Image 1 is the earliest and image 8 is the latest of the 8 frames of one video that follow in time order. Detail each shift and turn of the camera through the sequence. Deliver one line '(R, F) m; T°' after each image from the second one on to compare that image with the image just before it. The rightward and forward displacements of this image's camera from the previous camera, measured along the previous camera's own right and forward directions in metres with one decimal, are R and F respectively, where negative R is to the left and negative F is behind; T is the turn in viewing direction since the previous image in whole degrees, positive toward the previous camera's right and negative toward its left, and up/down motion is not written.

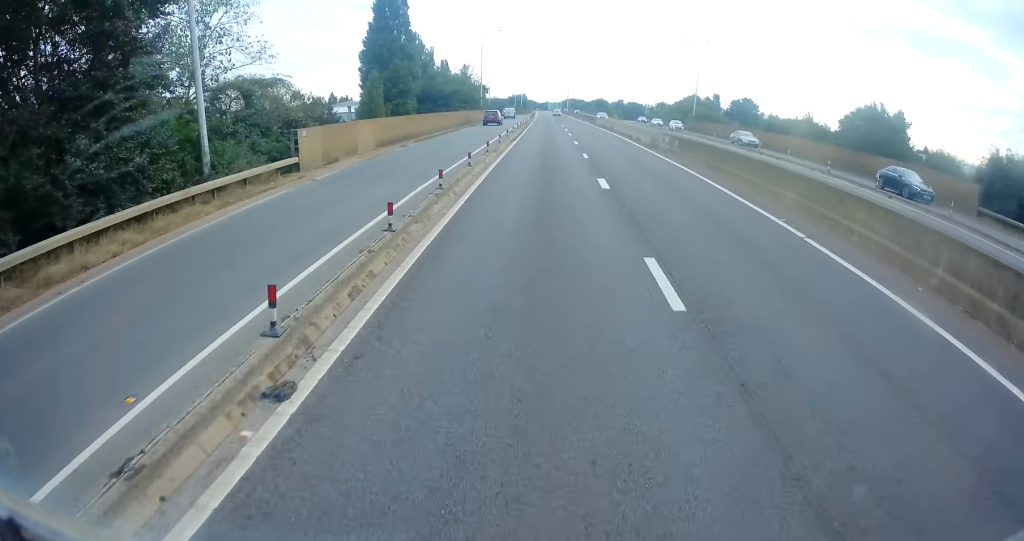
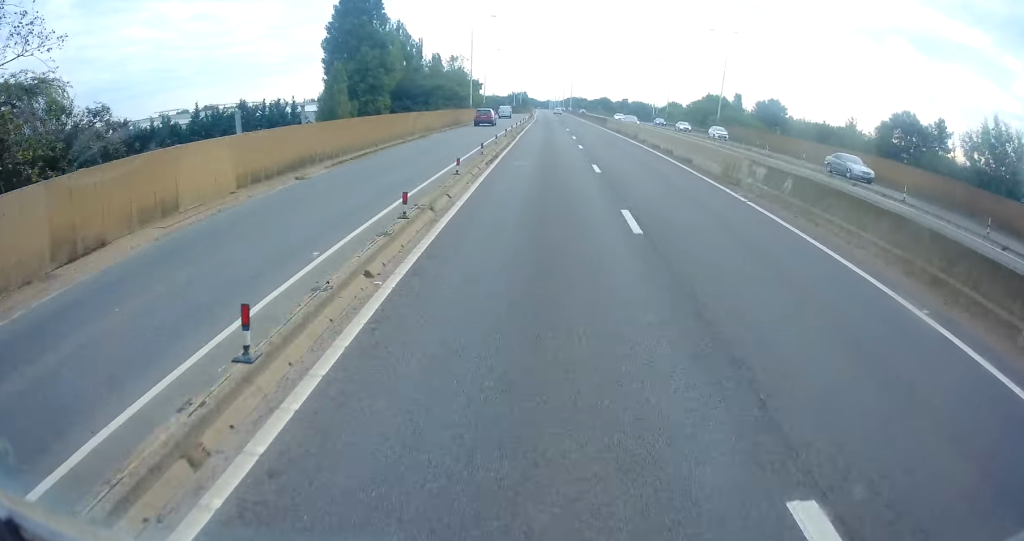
(0.0, +14.0) m; 0°
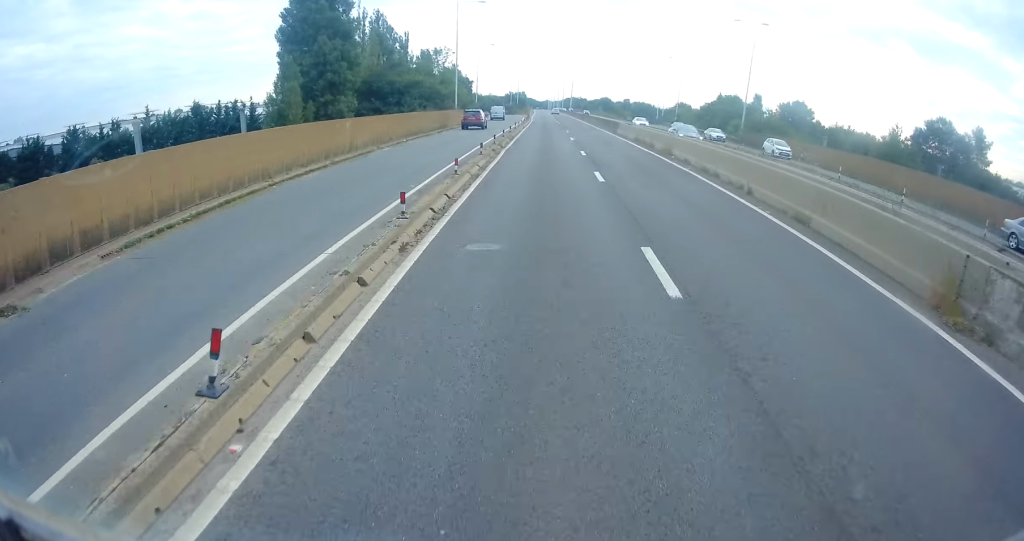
(+0.3, +11.7) m; 0°
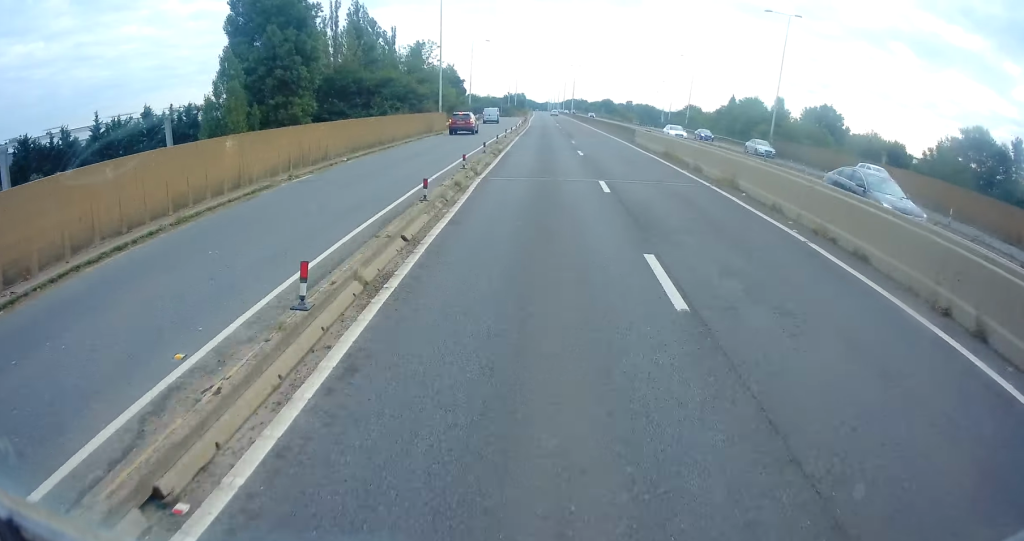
(0.0, +10.1) m; 0°
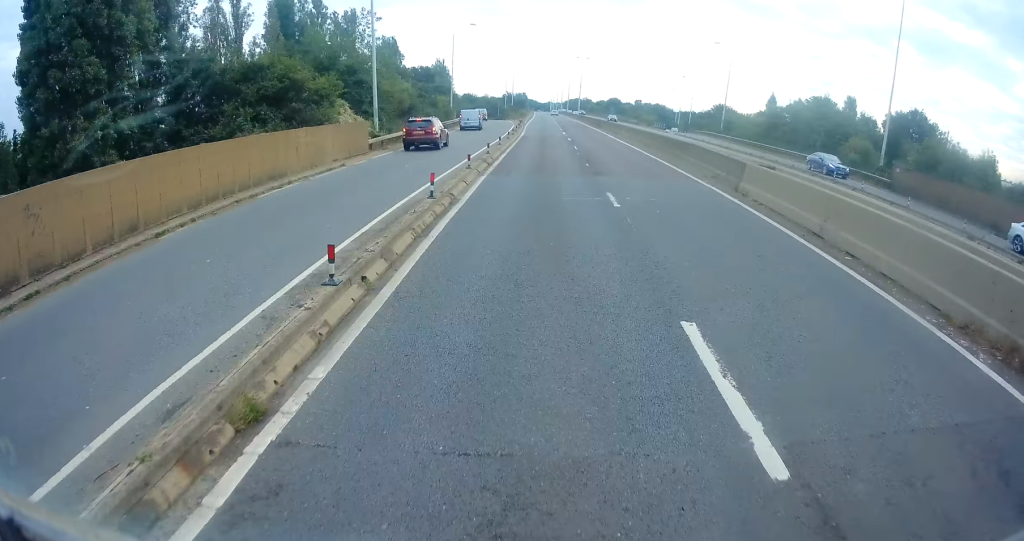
(-0.4, +22.7) m; -1°
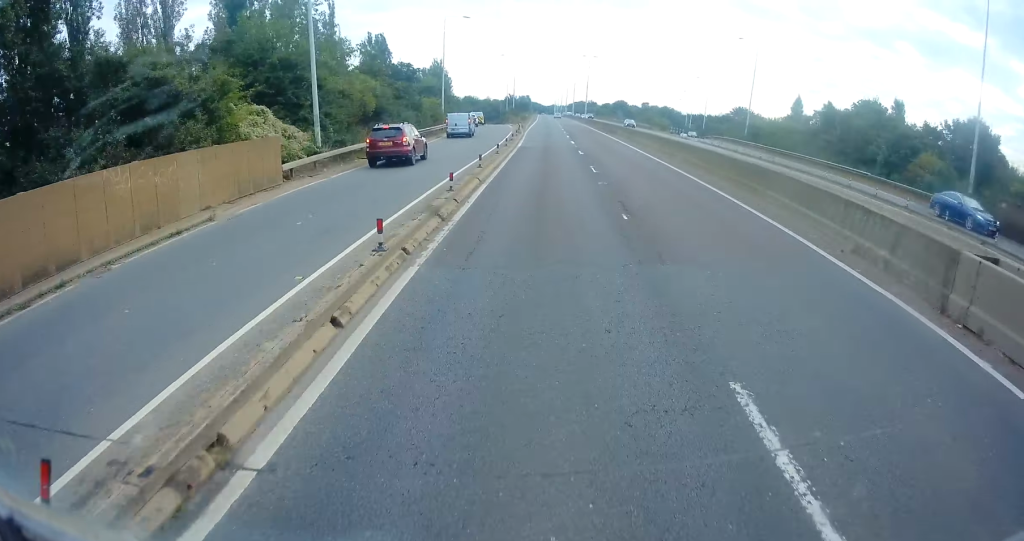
(-0.1, +10.2) m; +1°
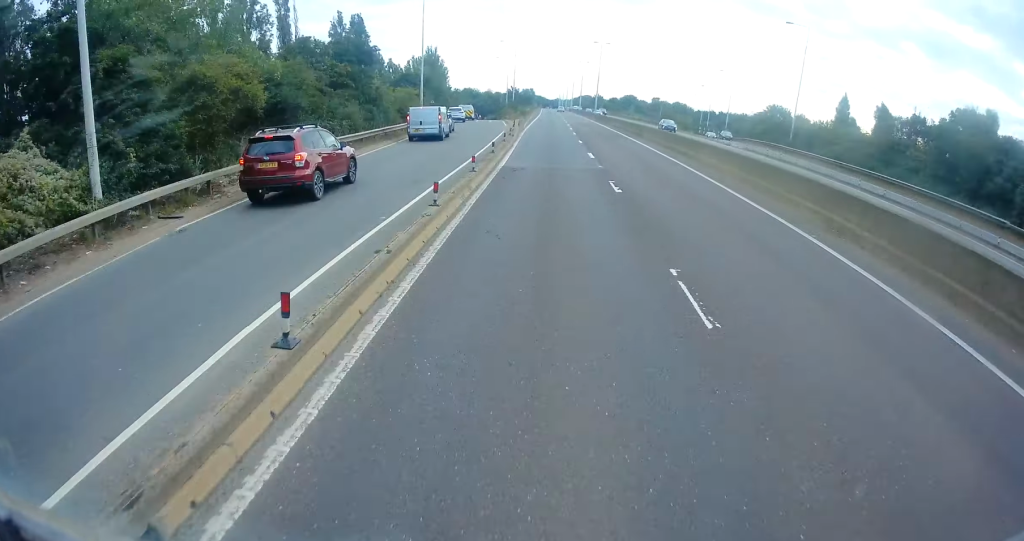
(+0.1, +14.9) m; +1°
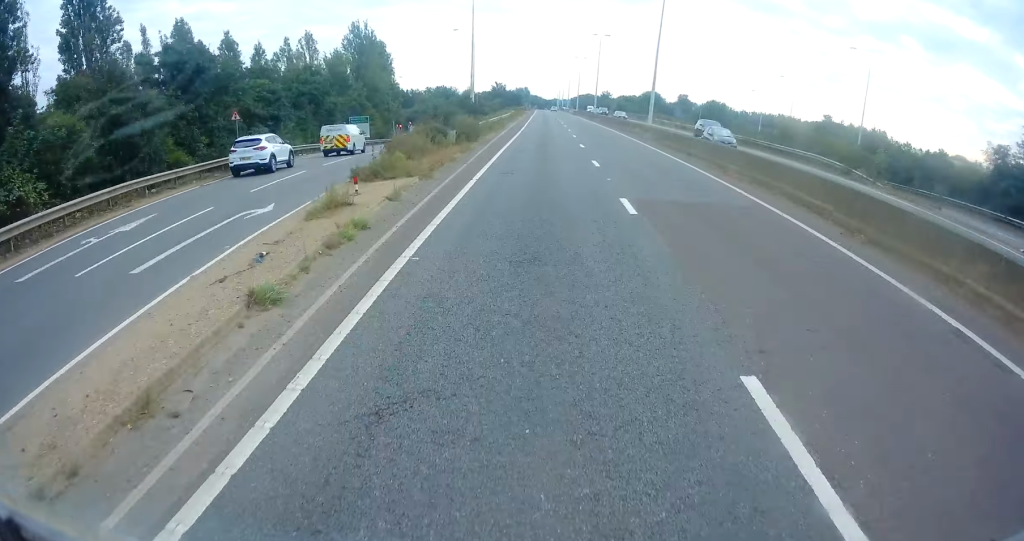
(-0.2, +56.3) m; -1°
